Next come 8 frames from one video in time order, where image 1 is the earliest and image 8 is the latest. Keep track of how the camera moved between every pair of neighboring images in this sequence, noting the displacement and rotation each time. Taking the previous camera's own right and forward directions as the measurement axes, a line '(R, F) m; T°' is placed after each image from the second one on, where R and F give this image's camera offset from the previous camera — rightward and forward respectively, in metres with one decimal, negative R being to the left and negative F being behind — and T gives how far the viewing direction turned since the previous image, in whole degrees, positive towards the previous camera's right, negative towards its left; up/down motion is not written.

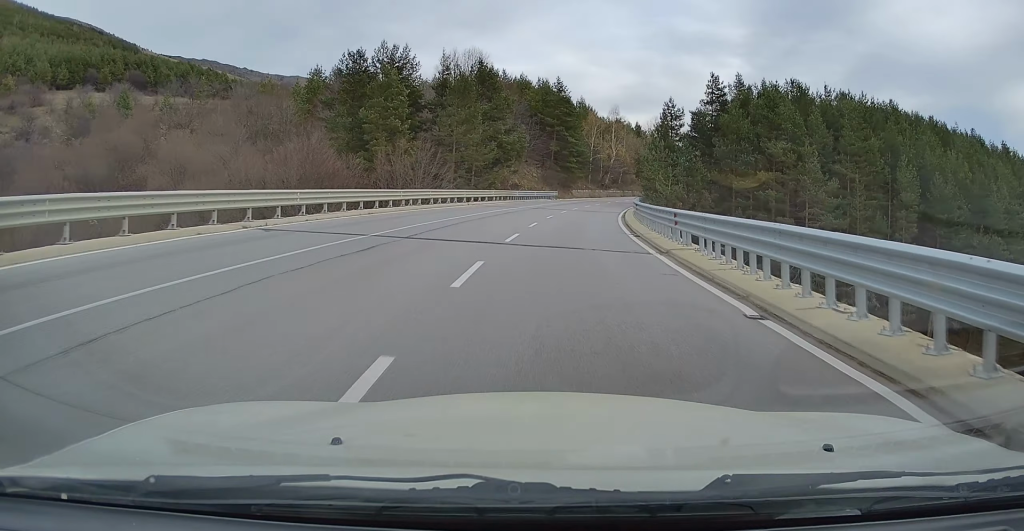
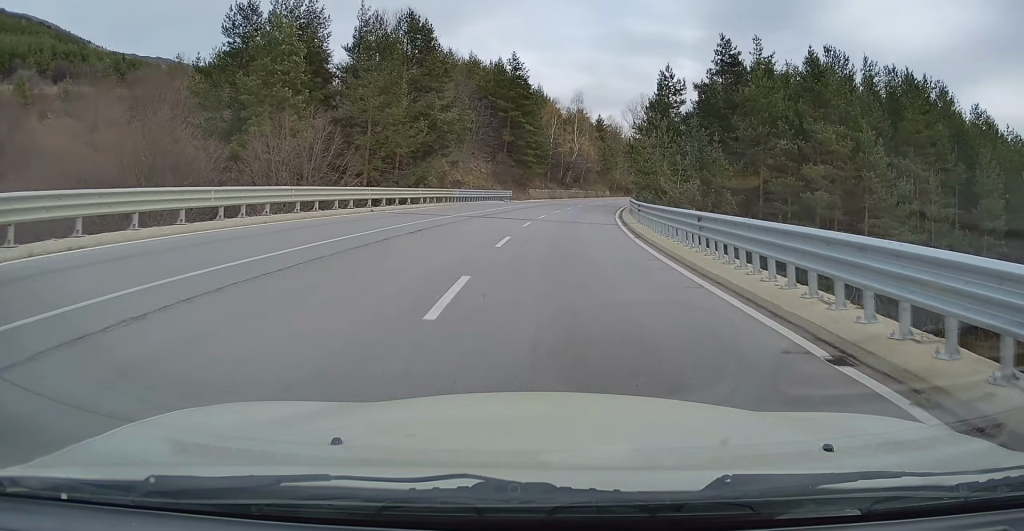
(+0.8, +16.9) m; +4°
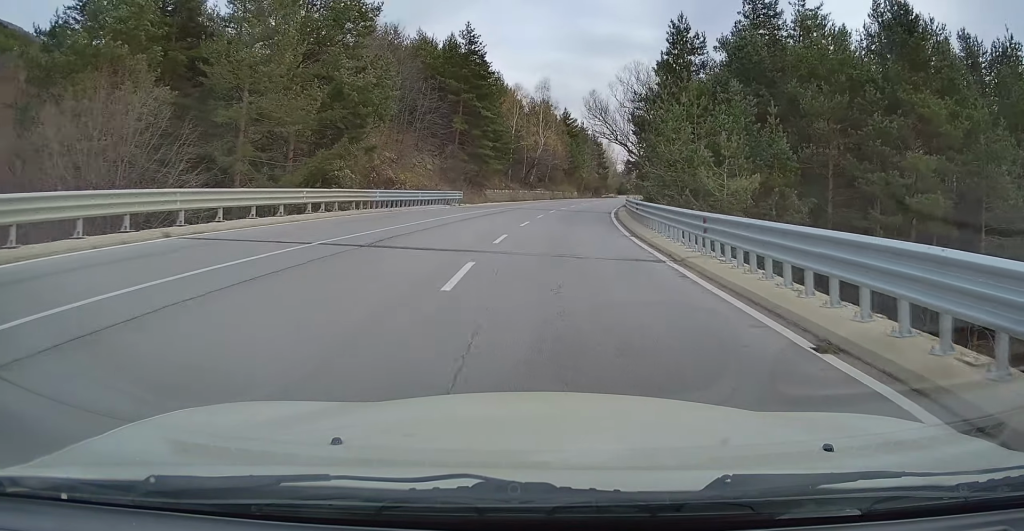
(+0.1, +14.3) m; +4°
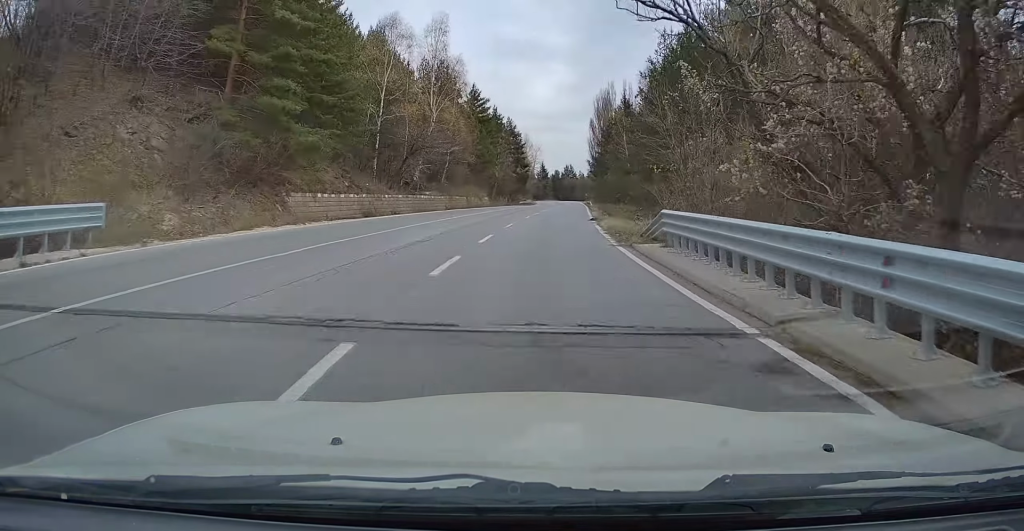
(+3.1, +34.9) m; +8°
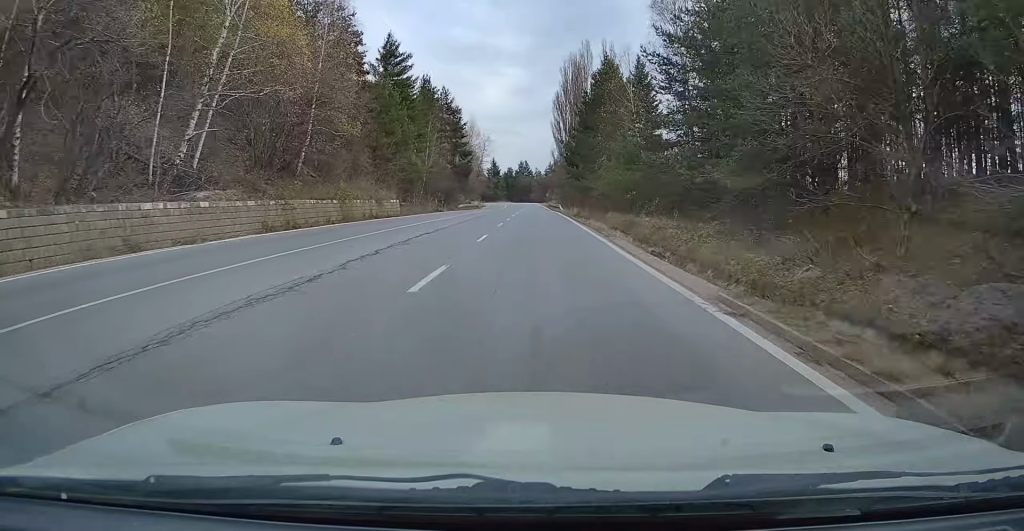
(+1.4, +33.5) m; +3°
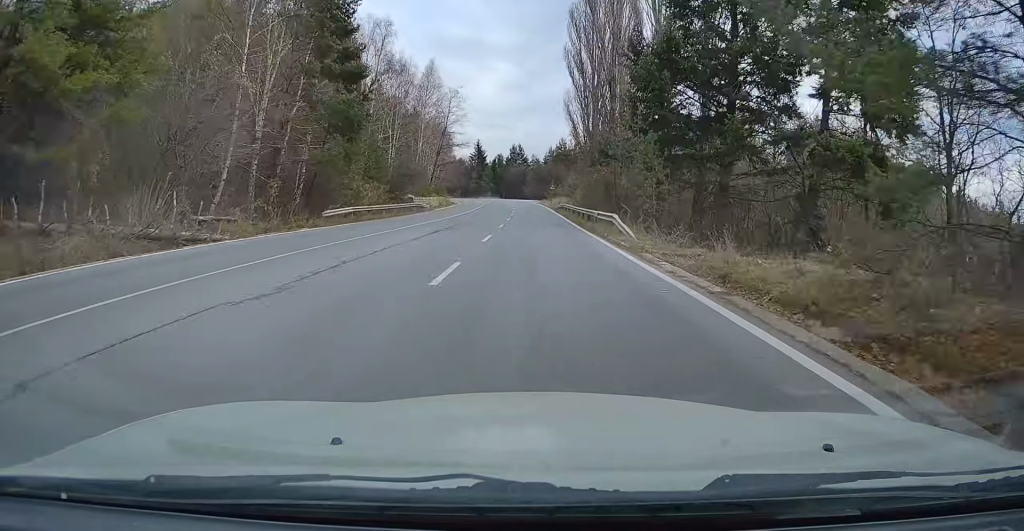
(+0.9, +51.7) m; +1°
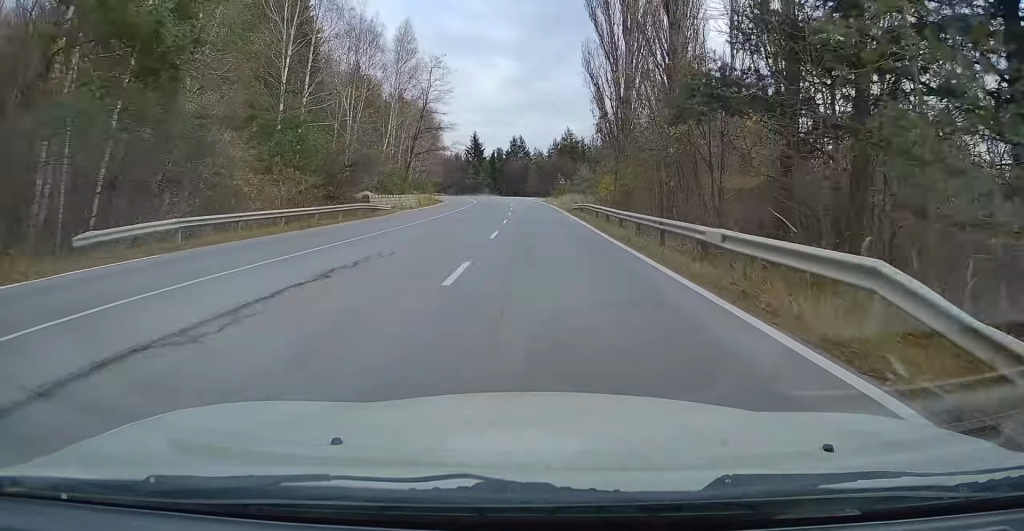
(+0.1, +17.7) m; 0°
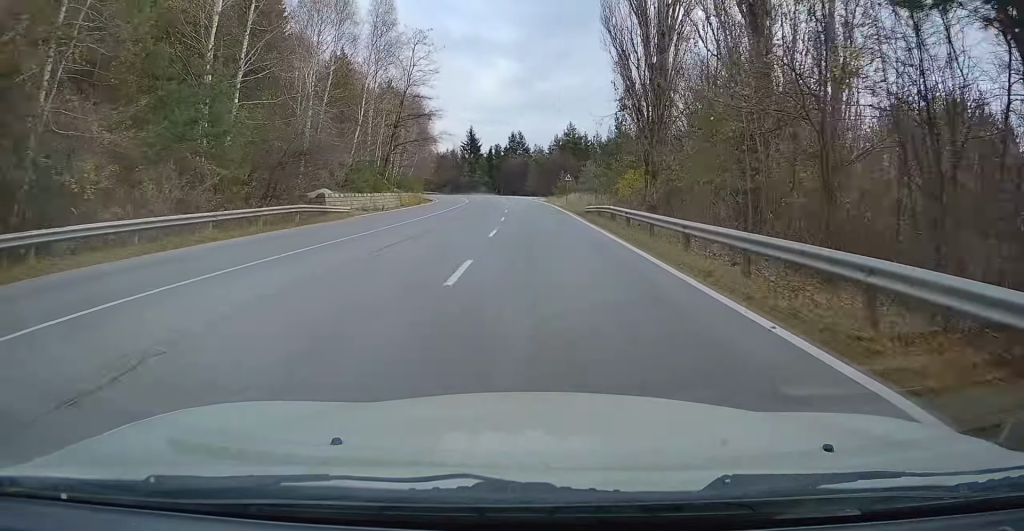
(0.0, +9.7) m; 0°
